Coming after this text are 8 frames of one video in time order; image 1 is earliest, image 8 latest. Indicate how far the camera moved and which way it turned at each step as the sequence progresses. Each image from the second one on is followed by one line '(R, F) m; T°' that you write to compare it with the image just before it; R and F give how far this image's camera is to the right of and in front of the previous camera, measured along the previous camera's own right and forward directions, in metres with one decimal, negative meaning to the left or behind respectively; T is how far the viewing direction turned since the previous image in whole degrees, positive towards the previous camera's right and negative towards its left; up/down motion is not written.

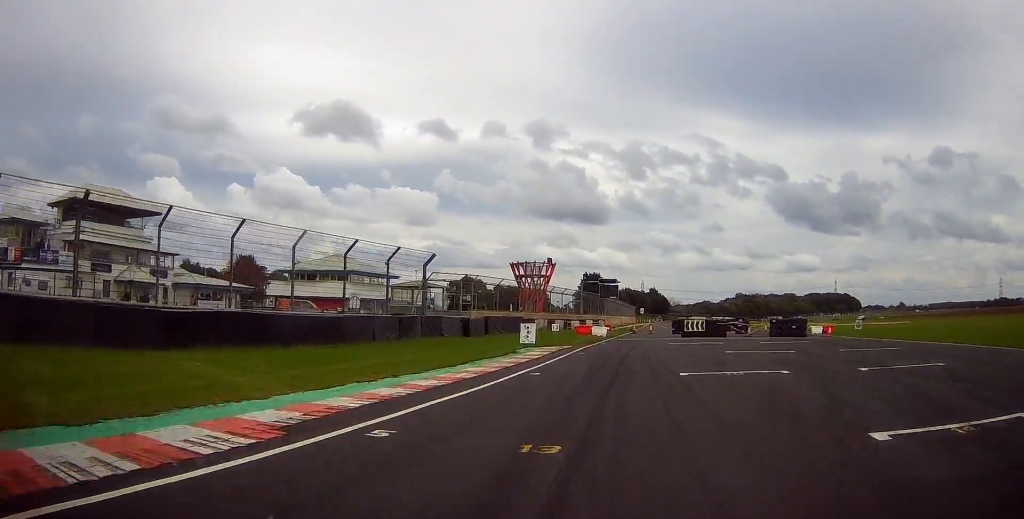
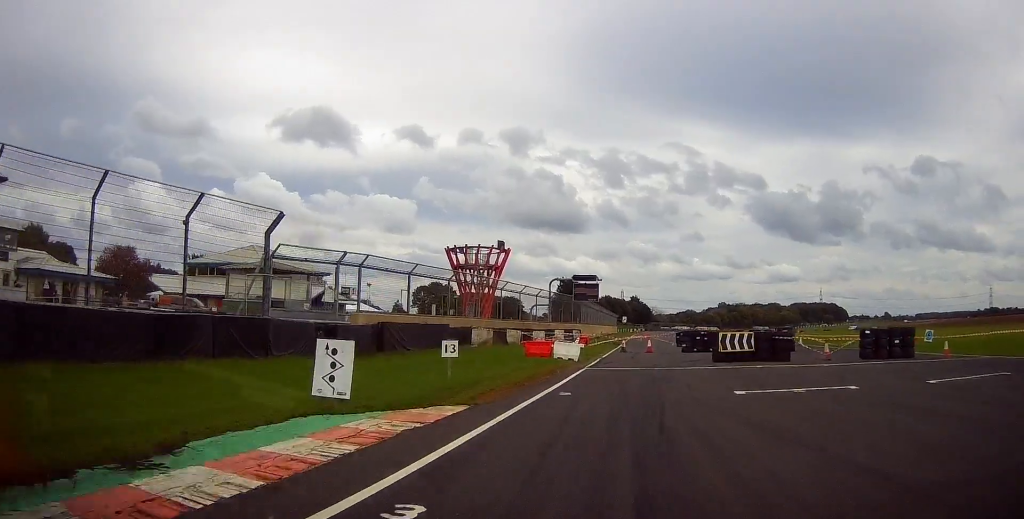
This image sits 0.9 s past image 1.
(+0.4, +18.1) m; +4°
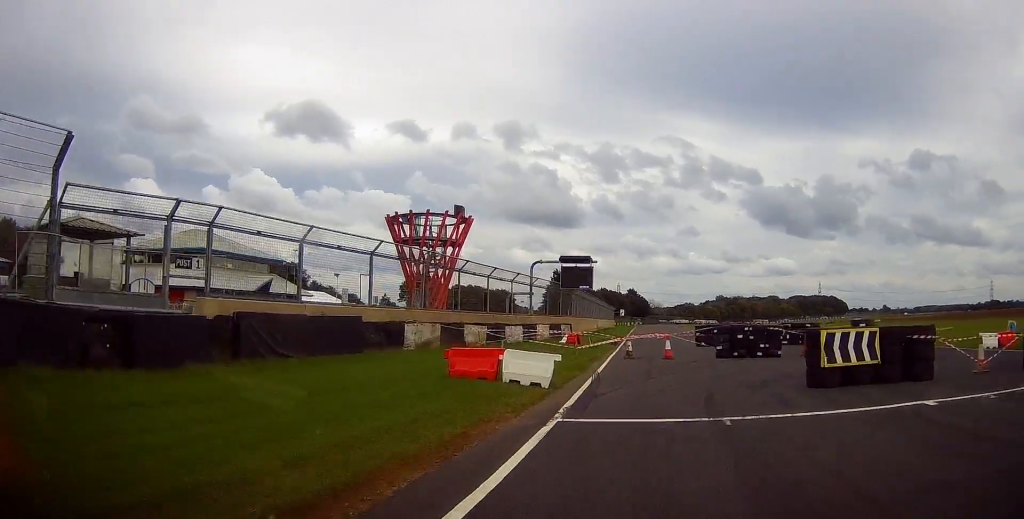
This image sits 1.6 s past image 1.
(+0.4, +11.4) m; +7°
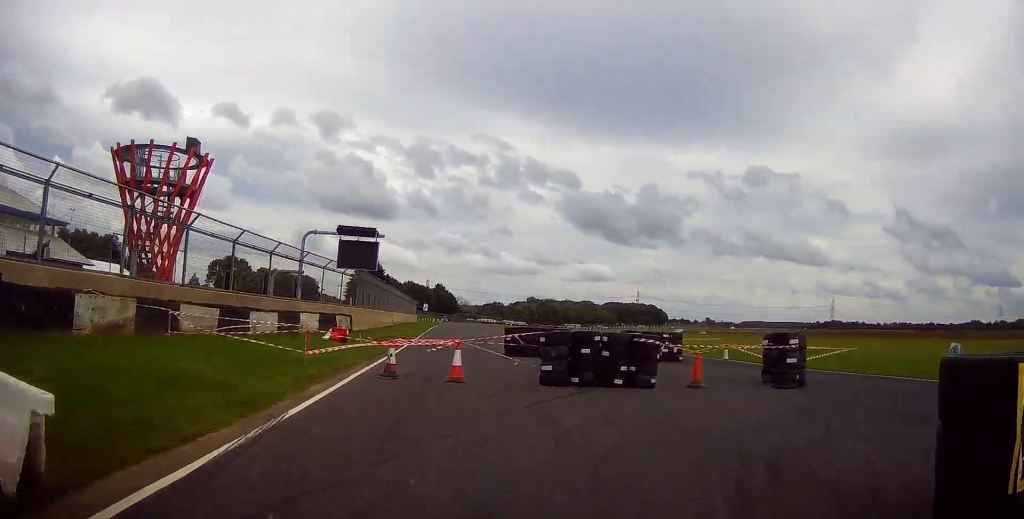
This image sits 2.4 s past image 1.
(+0.5, +9.8) m; +12°
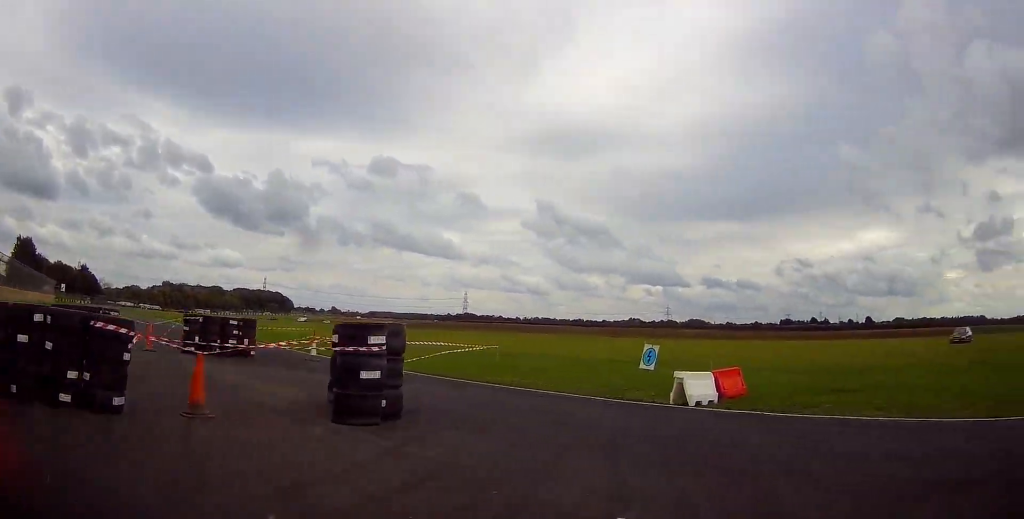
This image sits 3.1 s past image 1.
(+0.9, +6.8) m; +15°
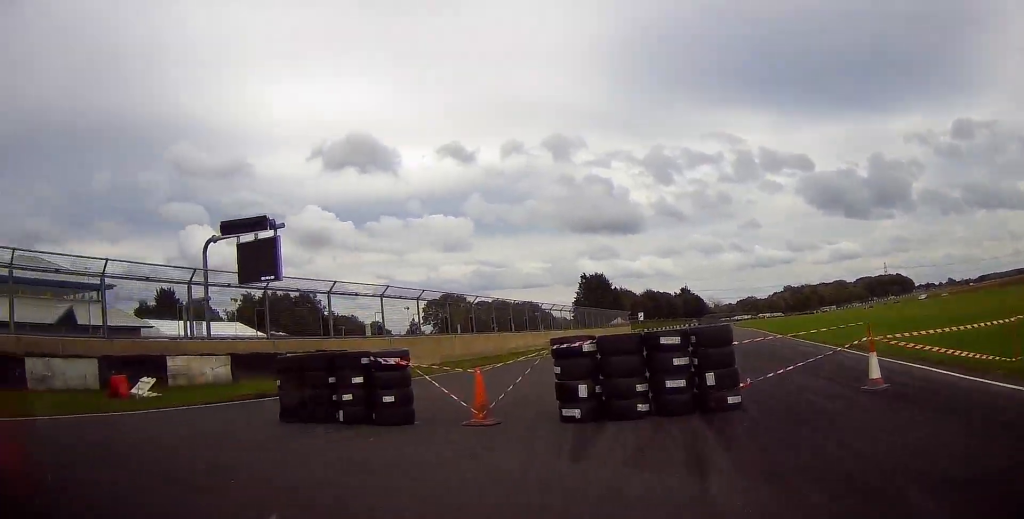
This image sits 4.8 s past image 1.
(-0.9, +11.0) m; -41°
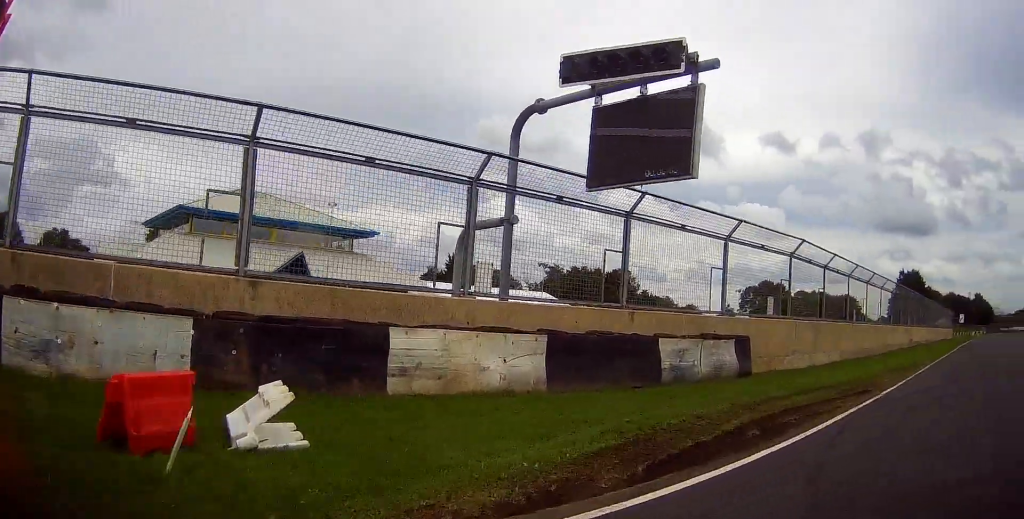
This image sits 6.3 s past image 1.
(-4.2, +9.4) m; -19°
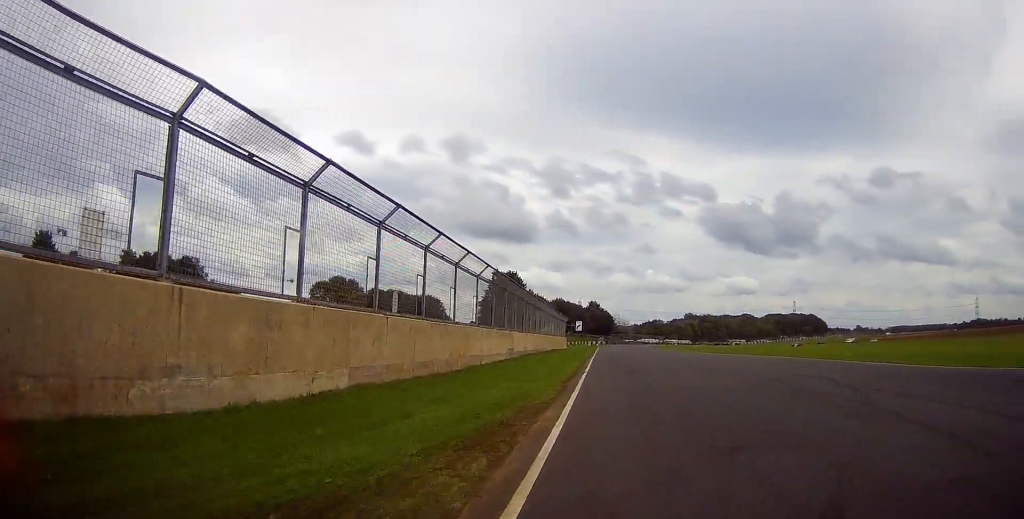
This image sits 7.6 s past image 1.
(+3.3, +11.8) m; +24°
